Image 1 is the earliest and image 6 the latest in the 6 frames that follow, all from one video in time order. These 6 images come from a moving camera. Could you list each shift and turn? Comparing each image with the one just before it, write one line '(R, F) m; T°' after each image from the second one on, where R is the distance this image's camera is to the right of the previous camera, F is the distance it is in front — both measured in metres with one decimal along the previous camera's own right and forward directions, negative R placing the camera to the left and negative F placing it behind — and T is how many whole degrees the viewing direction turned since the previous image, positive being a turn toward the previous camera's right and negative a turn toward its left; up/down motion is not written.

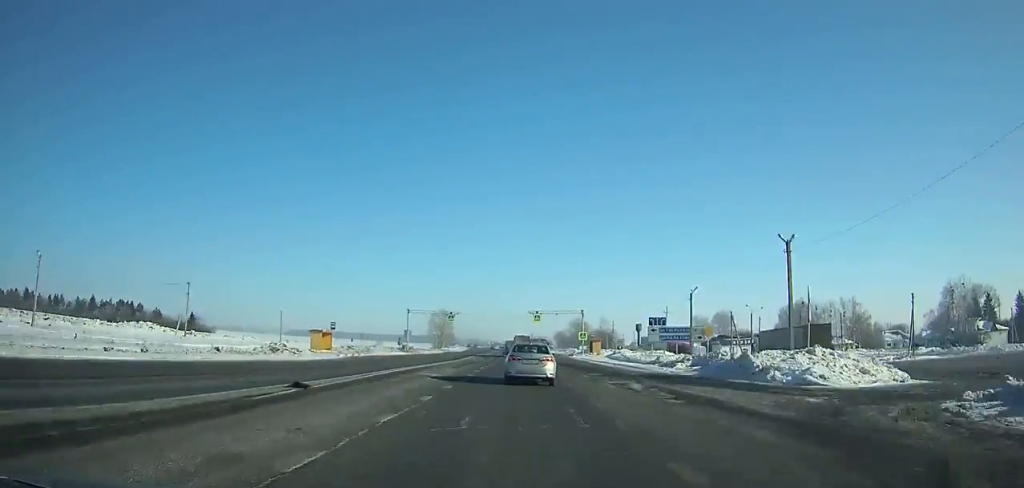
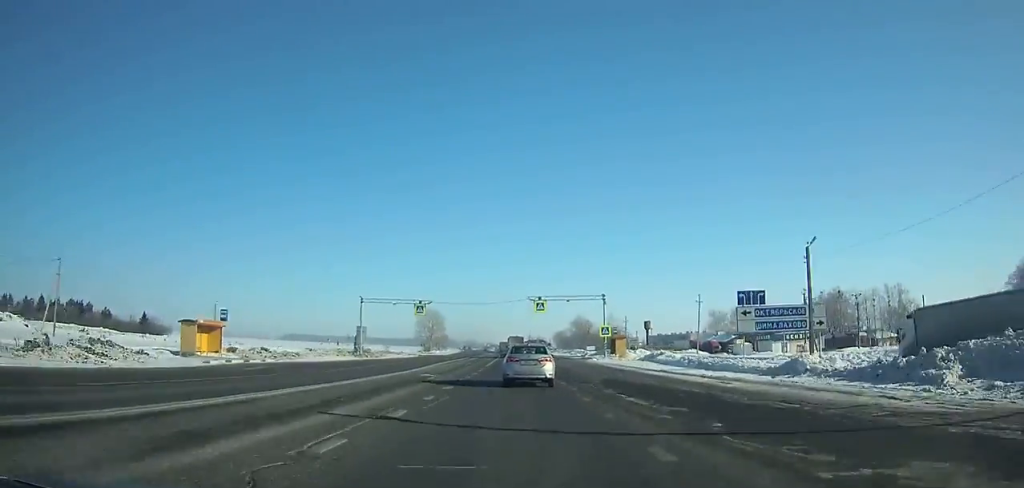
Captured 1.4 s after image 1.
(0.0, +26.4) m; 0°
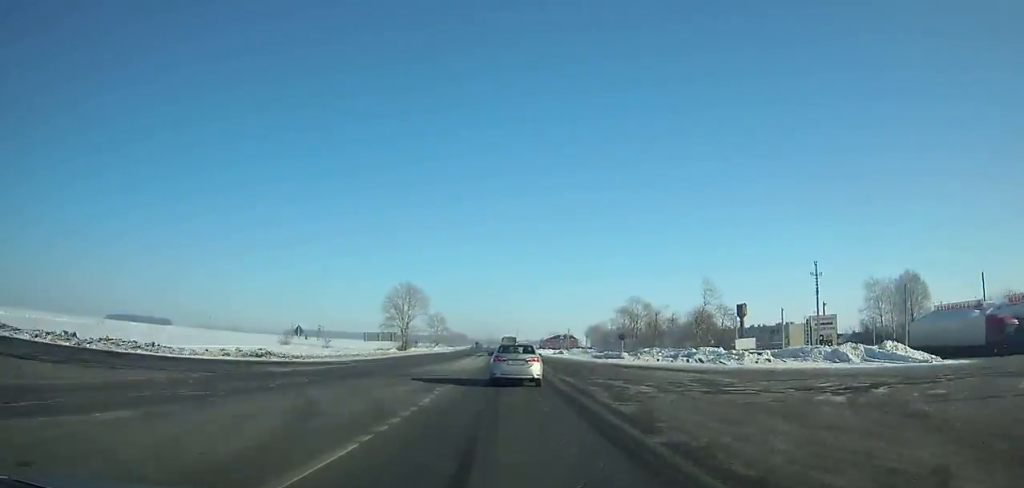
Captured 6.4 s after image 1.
(-1.3, +94.3) m; -2°
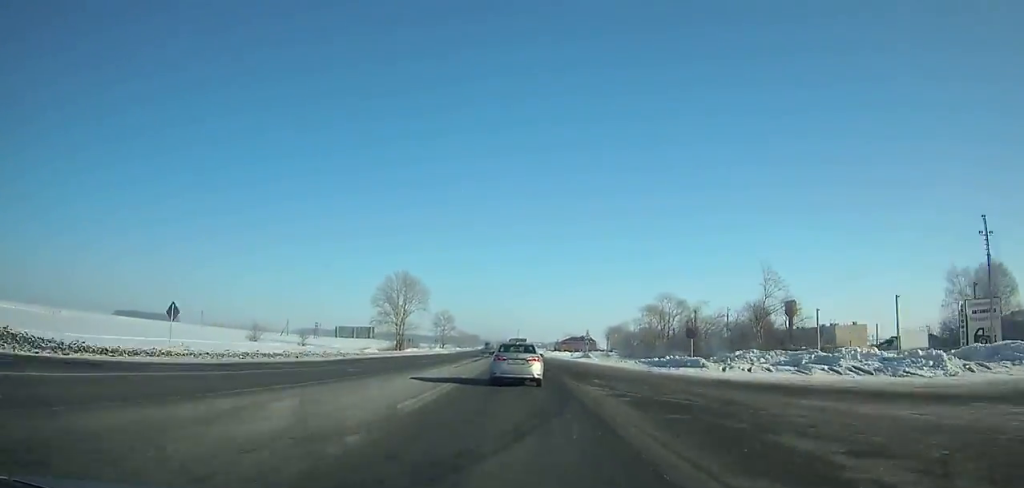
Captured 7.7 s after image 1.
(-0.4, +24.7) m; -1°
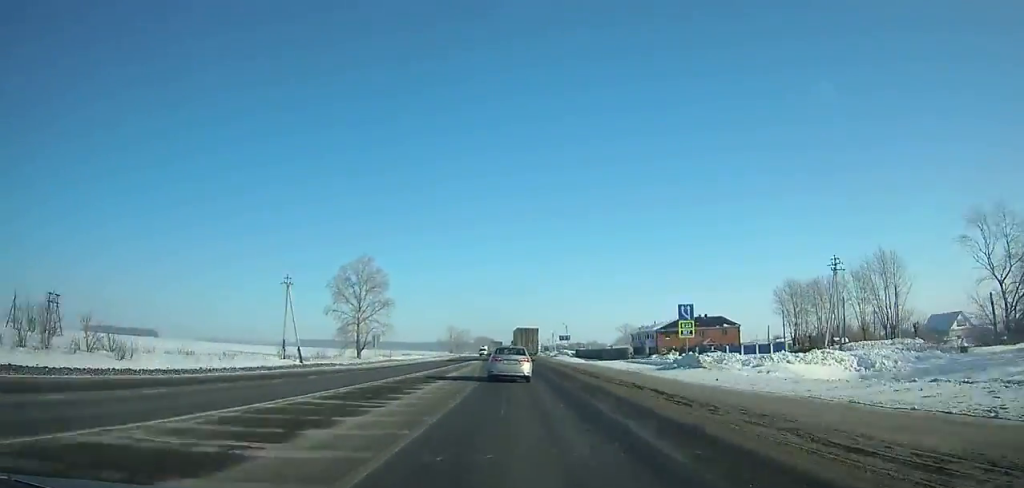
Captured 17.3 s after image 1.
(-4.4, +184.2) m; -3°
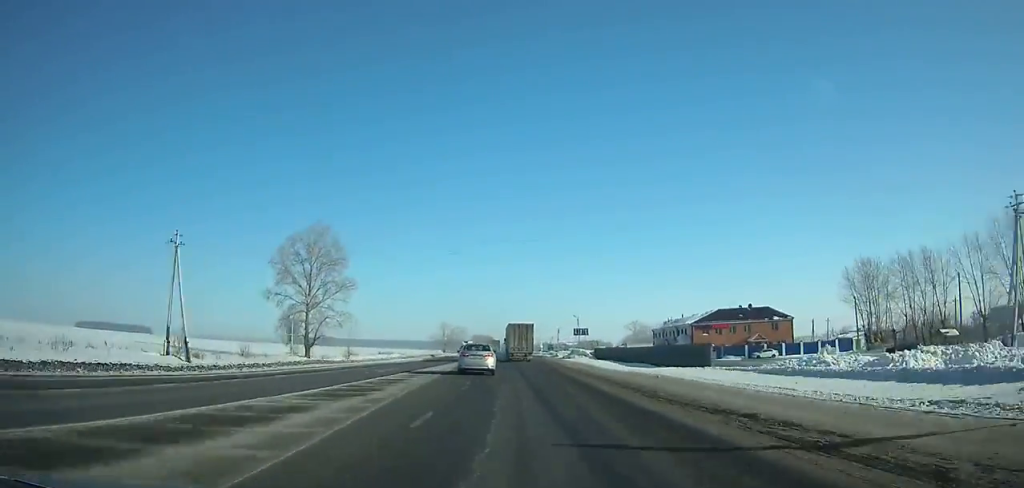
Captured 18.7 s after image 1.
(+0.1, +27.8) m; -1°
